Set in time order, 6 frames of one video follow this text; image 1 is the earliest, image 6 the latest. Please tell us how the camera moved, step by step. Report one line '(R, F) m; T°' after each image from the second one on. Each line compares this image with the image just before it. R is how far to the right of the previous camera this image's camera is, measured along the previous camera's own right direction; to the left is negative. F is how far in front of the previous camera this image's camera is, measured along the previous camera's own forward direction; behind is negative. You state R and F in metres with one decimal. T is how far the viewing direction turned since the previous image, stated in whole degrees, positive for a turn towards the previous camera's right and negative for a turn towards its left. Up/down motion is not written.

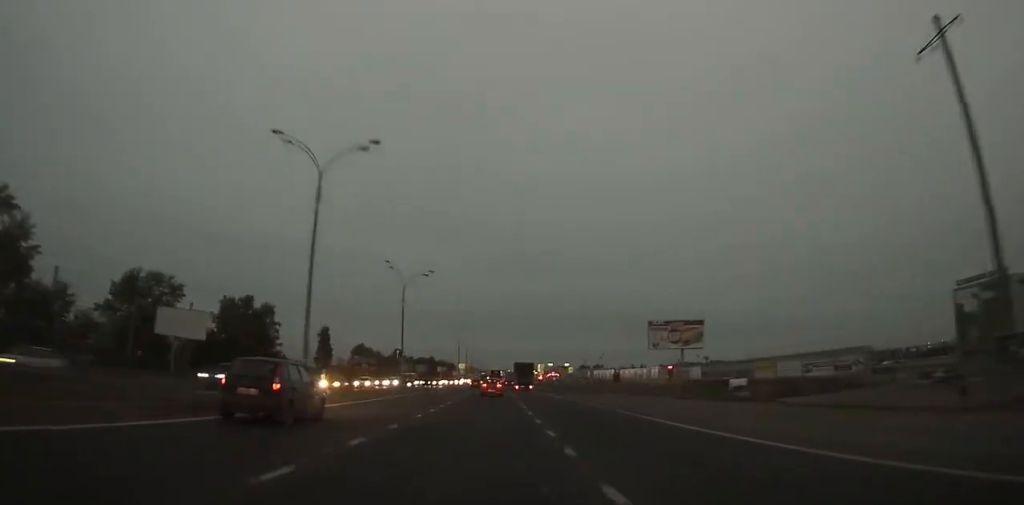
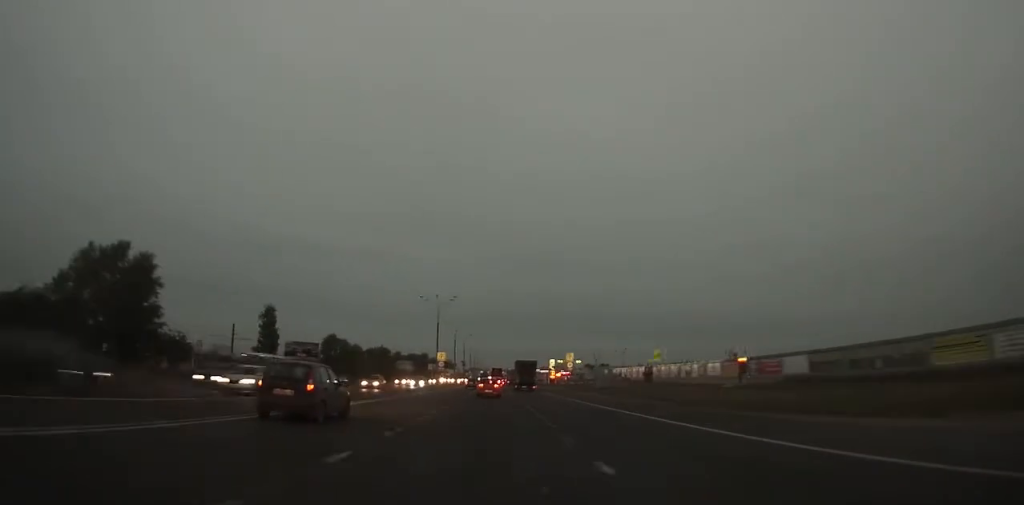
(-0.2, +51.1) m; 0°
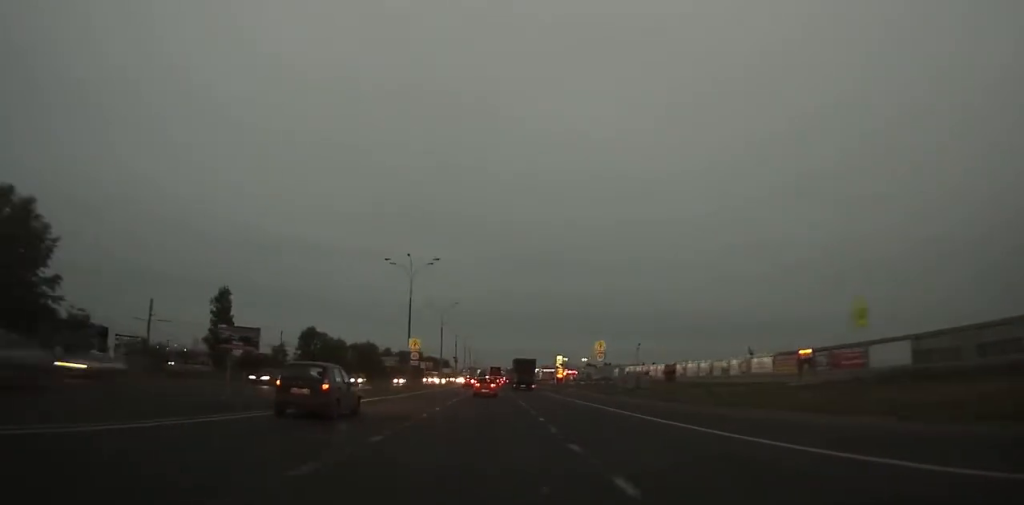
(0.0, +26.9) m; 0°
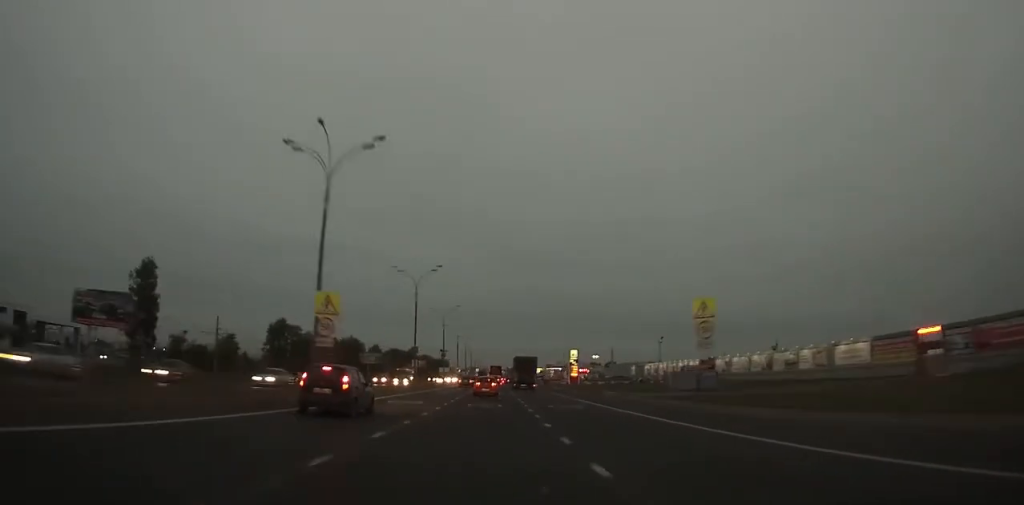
(0.0, +30.6) m; 0°
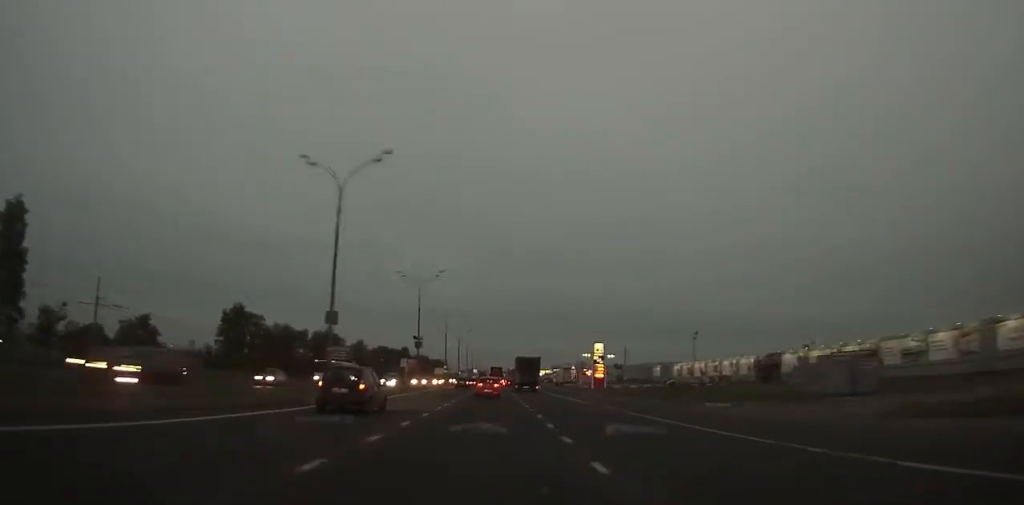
(-0.1, +32.0) m; 0°
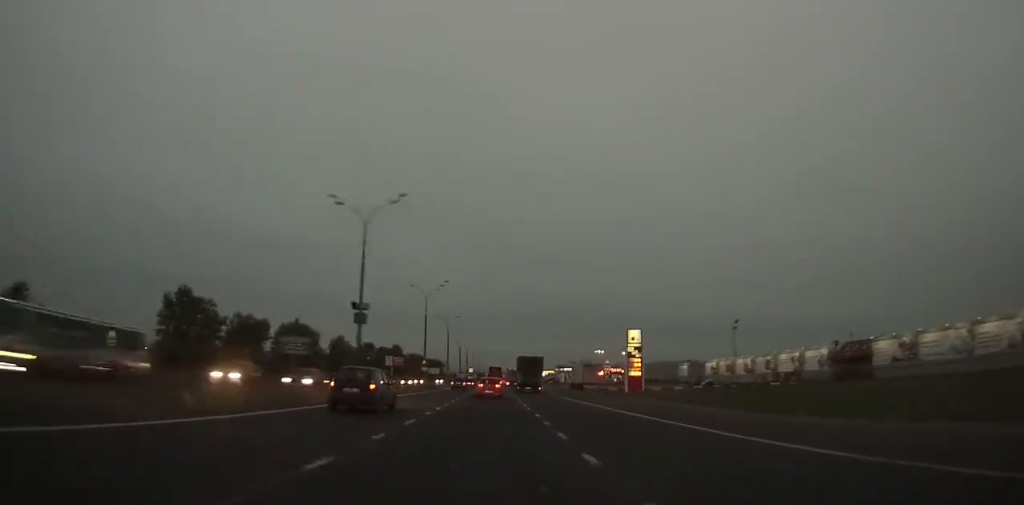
(0.0, +27.9) m; 0°
